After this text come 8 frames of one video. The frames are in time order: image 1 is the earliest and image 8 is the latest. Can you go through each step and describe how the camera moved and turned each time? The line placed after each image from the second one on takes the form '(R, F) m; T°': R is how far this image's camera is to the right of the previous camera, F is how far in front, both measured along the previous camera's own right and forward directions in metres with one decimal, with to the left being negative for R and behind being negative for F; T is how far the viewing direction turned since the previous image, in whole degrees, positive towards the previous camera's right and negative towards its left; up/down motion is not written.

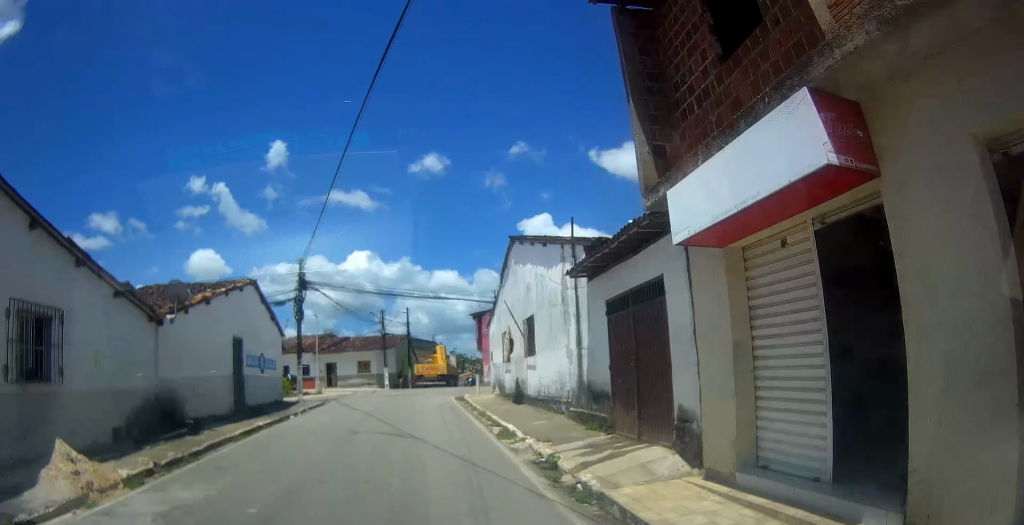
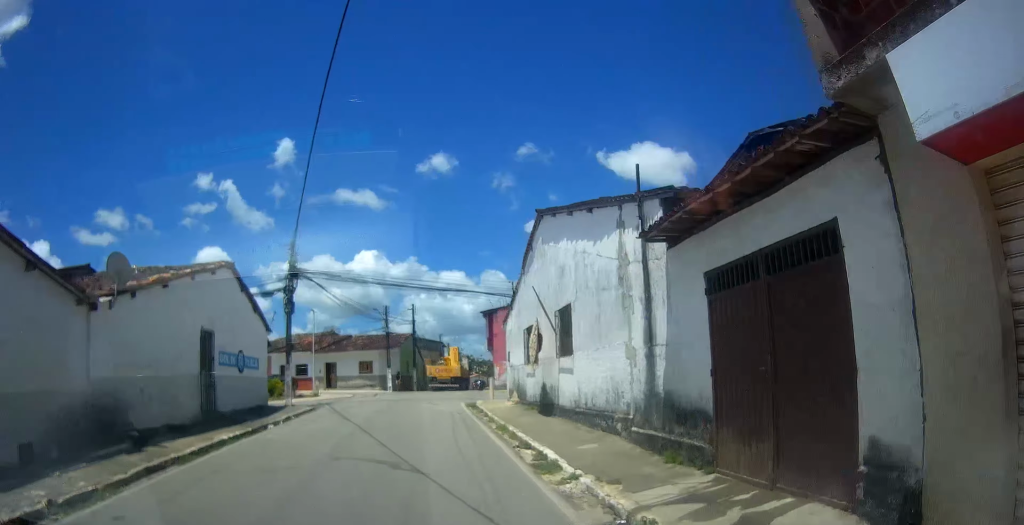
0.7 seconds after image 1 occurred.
(+0.5, +3.0) m; 0°
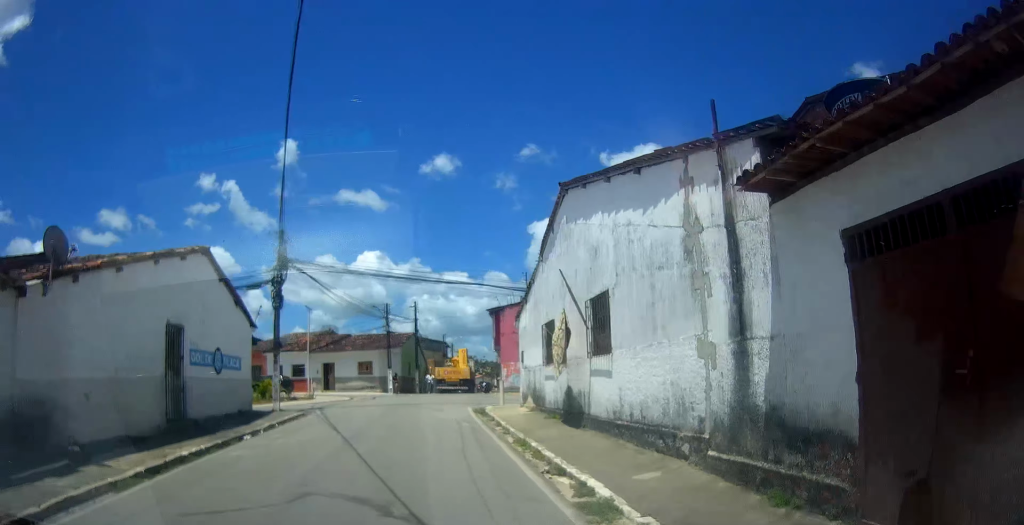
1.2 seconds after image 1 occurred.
(0.0, +2.2) m; -3°
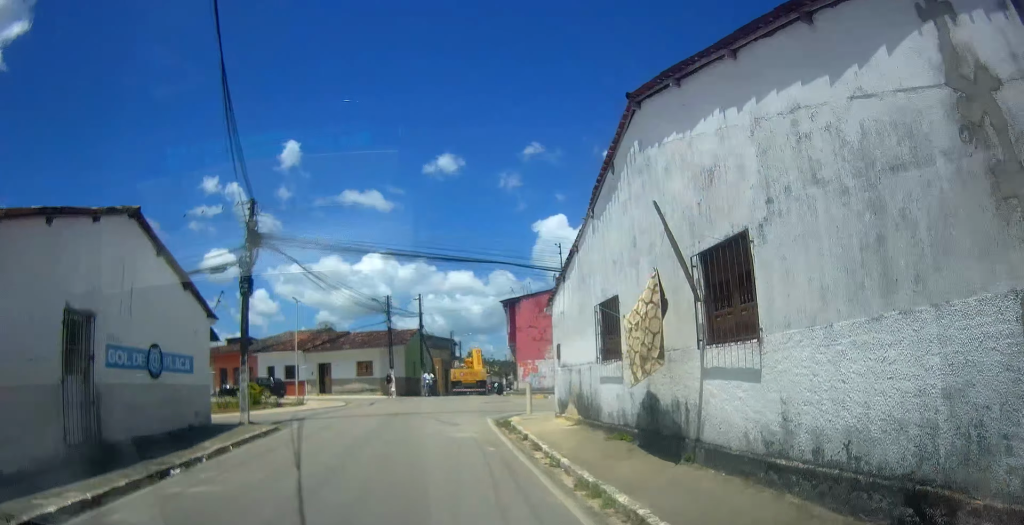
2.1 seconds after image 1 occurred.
(-0.5, +4.2) m; -8°
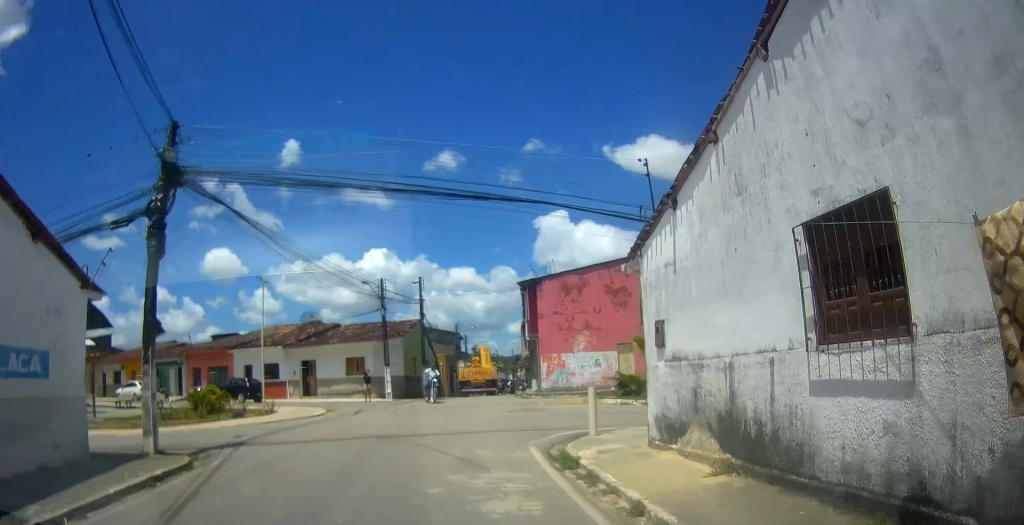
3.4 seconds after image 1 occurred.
(-0.1, +6.2) m; -2°
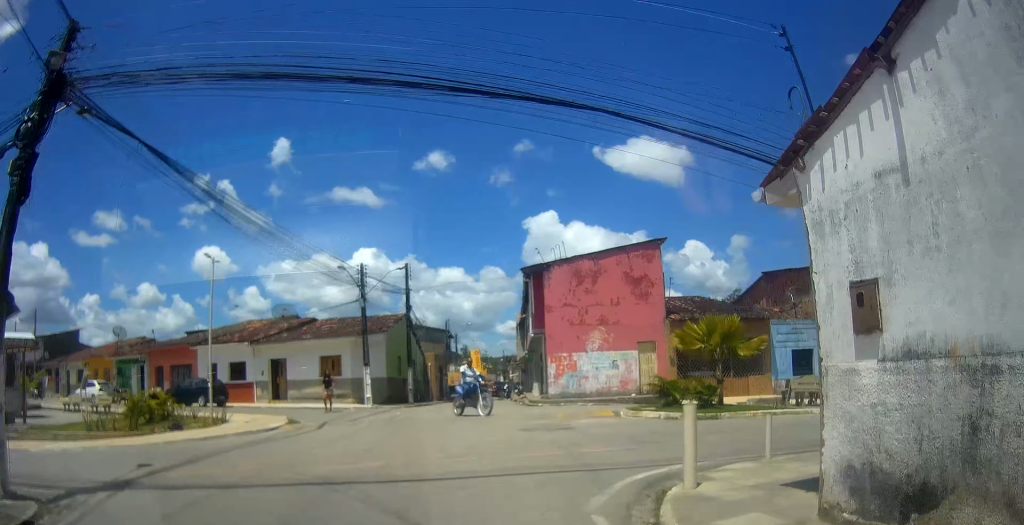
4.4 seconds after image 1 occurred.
(-0.1, +4.6) m; -2°
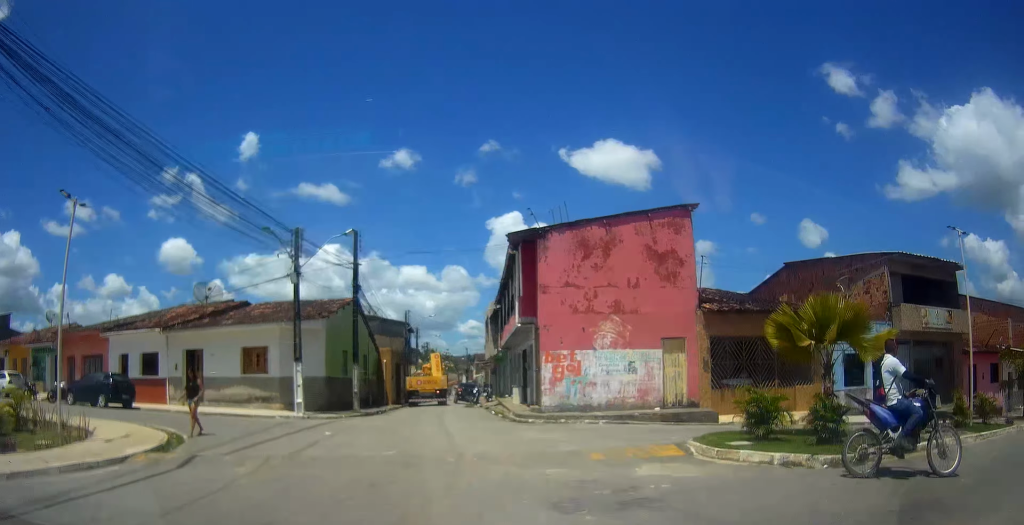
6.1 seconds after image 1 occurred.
(+0.3, +7.1) m; +8°
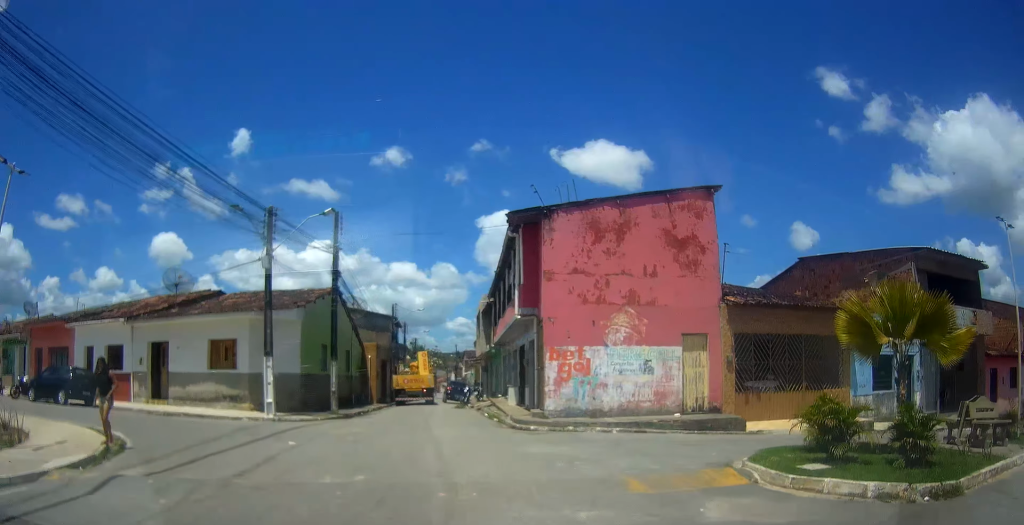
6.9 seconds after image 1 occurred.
(-0.1, +2.9) m; +3°
